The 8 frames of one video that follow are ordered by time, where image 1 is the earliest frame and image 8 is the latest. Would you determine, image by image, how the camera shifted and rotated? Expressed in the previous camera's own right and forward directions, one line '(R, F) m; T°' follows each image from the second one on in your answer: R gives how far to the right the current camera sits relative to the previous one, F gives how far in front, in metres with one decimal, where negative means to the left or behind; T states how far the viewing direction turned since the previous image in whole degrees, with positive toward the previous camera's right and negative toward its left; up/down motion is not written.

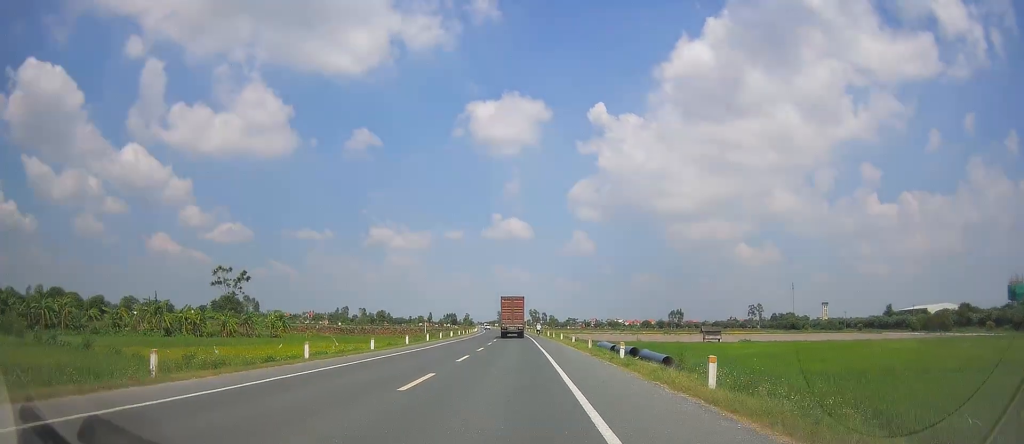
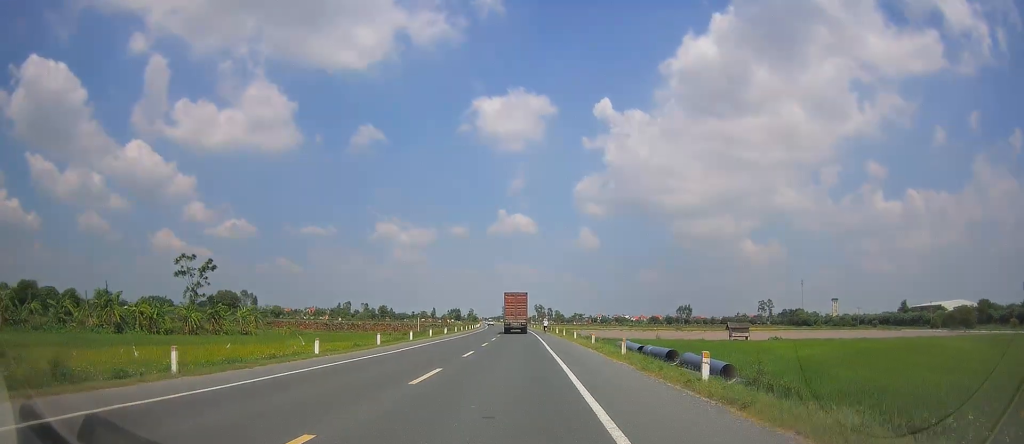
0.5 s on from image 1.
(0.0, +9.5) m; 0°
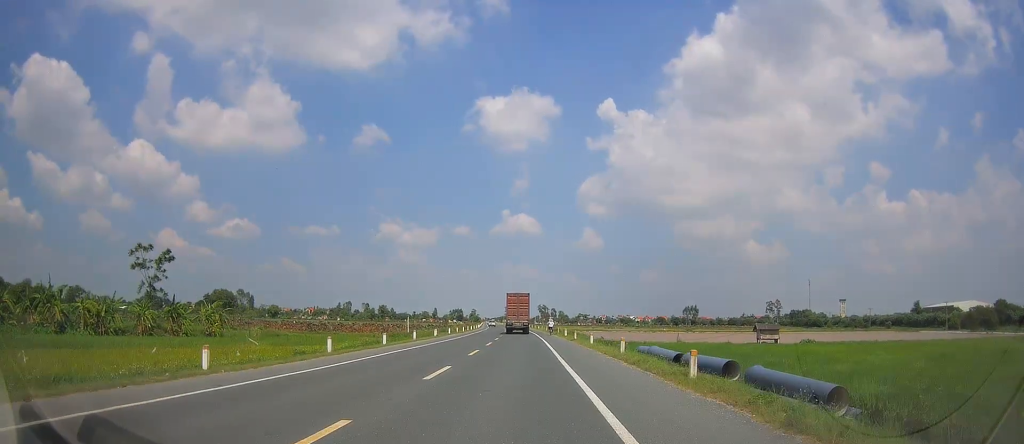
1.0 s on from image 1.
(0.0, +8.9) m; 0°
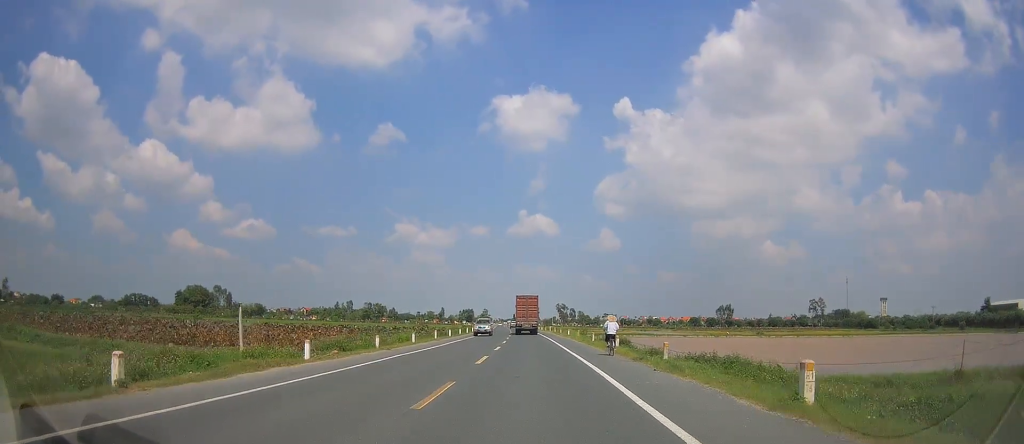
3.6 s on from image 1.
(-1.0, +44.8) m; -3°
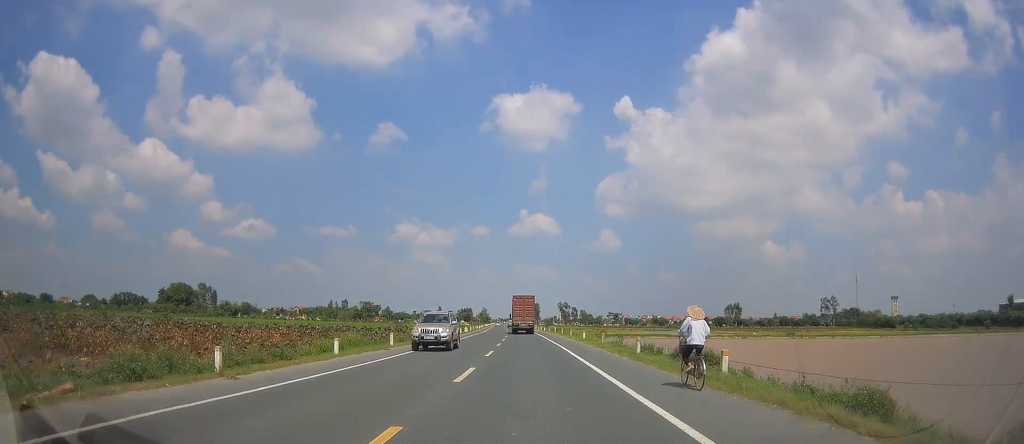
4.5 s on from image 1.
(-0.1, +15.8) m; 0°
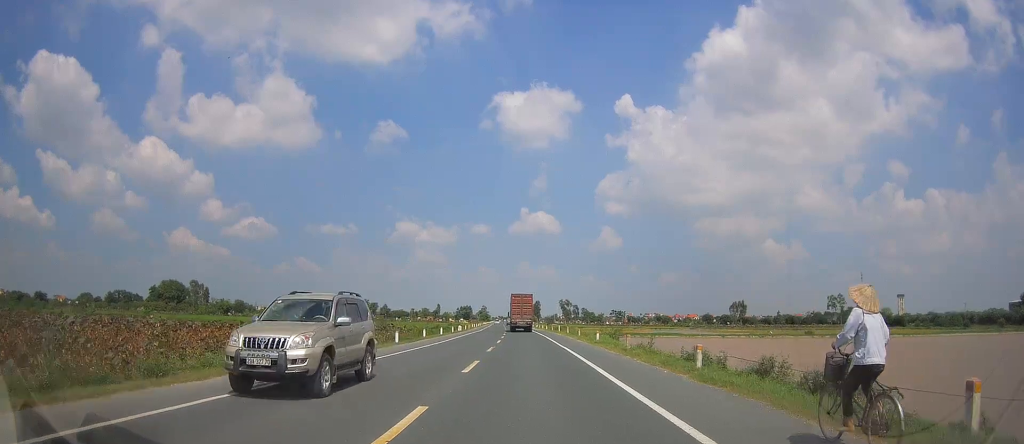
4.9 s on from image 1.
(+0.1, +8.2) m; 0°
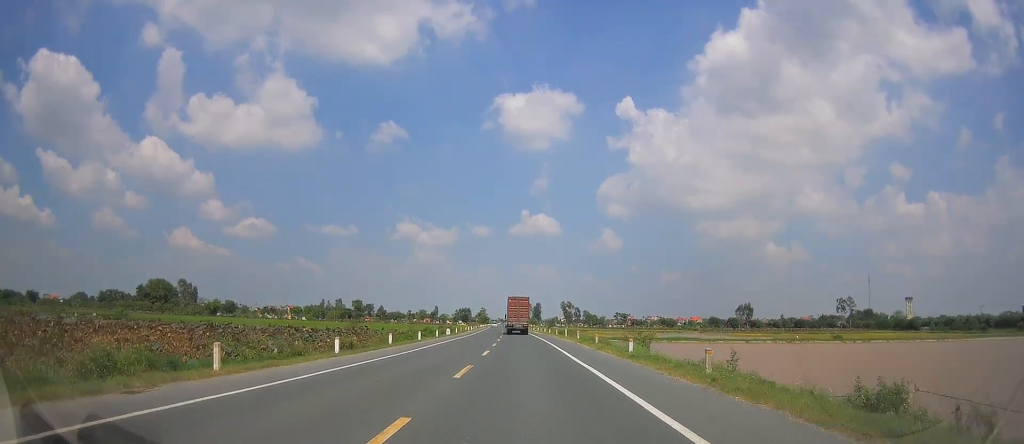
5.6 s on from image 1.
(0.0, +11.1) m; 0°
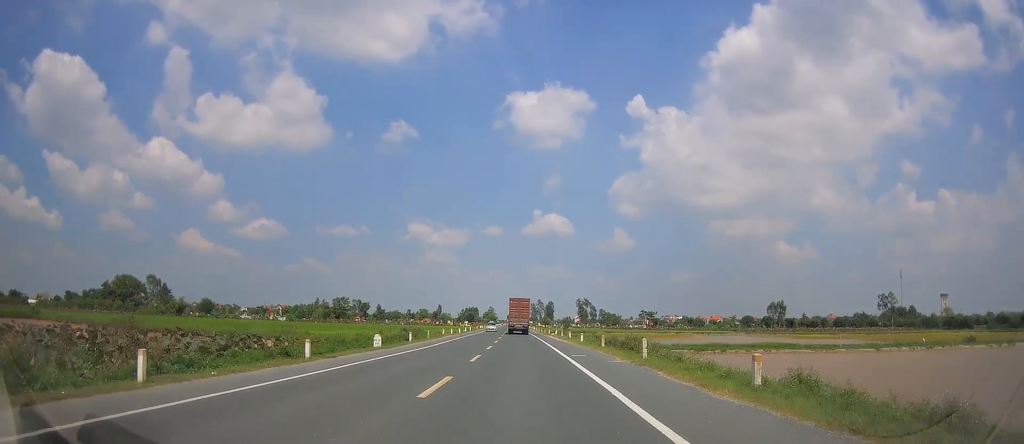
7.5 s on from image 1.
(-0.4, +33.4) m; -1°
